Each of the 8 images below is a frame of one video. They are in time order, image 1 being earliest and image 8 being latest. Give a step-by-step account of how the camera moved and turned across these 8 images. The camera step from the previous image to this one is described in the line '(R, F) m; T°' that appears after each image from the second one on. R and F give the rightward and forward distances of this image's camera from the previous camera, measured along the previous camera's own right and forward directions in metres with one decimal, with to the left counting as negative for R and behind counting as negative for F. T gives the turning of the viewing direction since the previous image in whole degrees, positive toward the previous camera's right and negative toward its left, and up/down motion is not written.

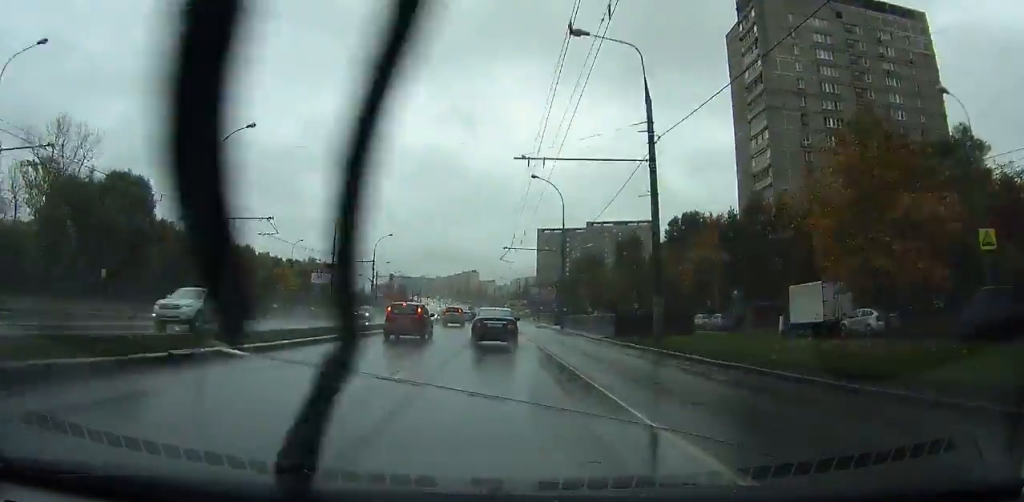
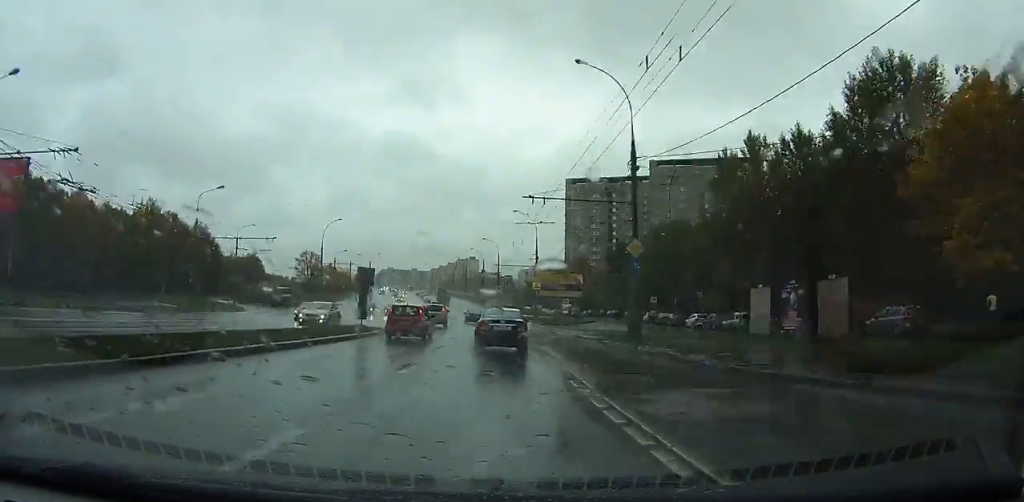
(+0.6, +134.3) m; -1°
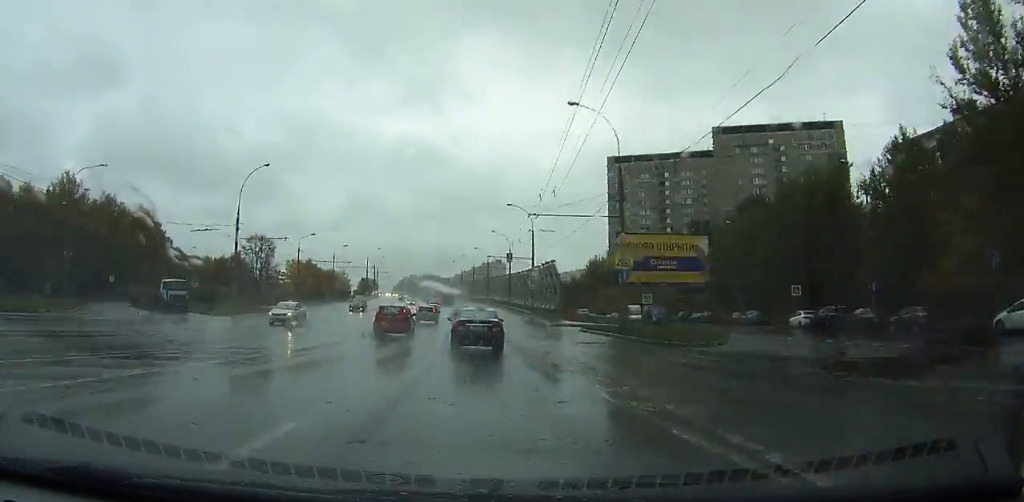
(-0.6, +40.1) m; -3°
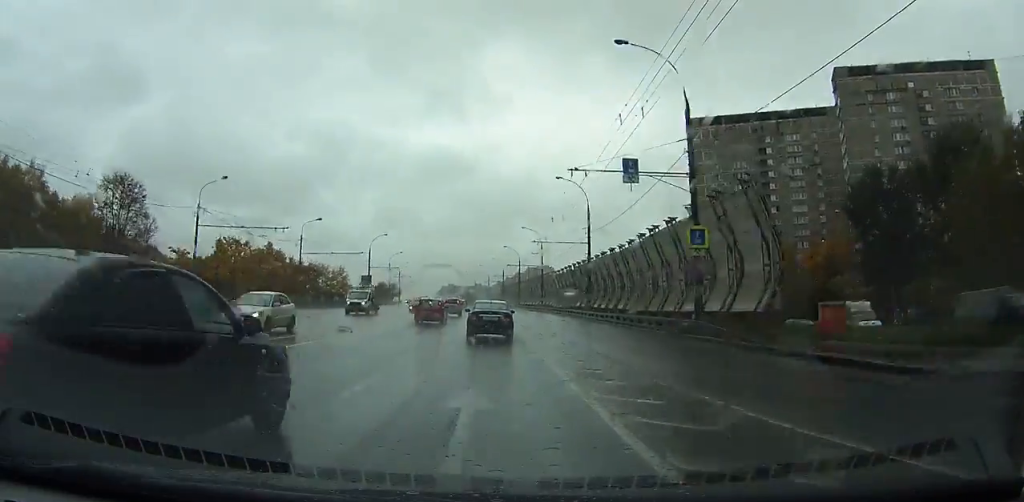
(-1.7, +44.4) m; -4°
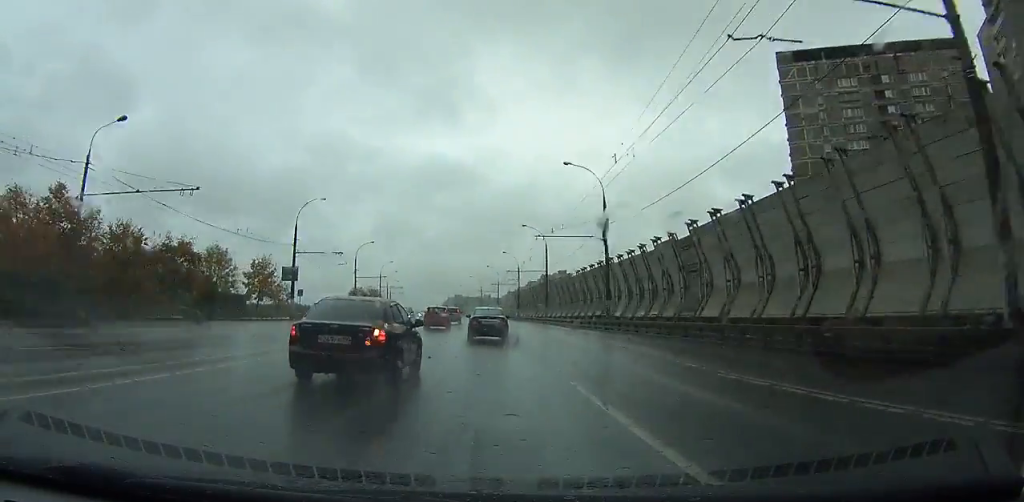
(-0.9, +43.1) m; -1°
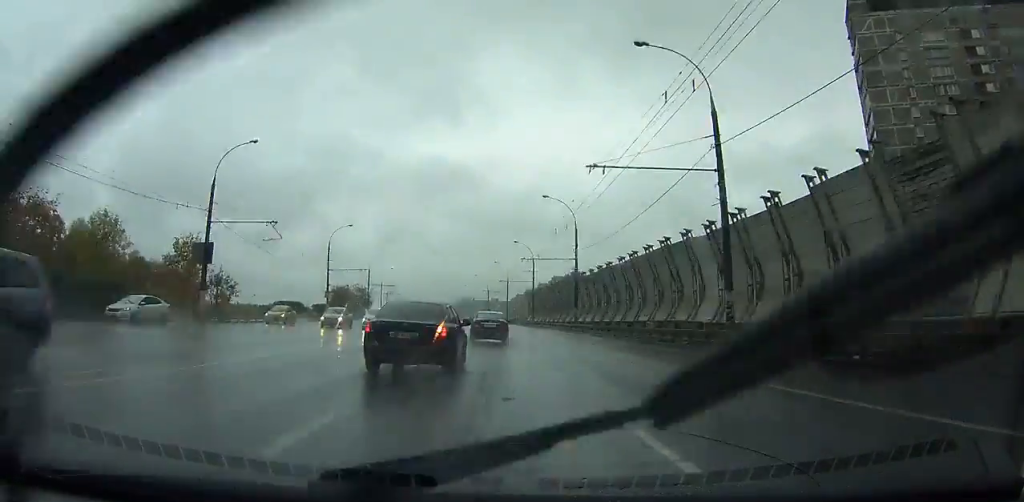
(0.0, +21.0) m; 0°
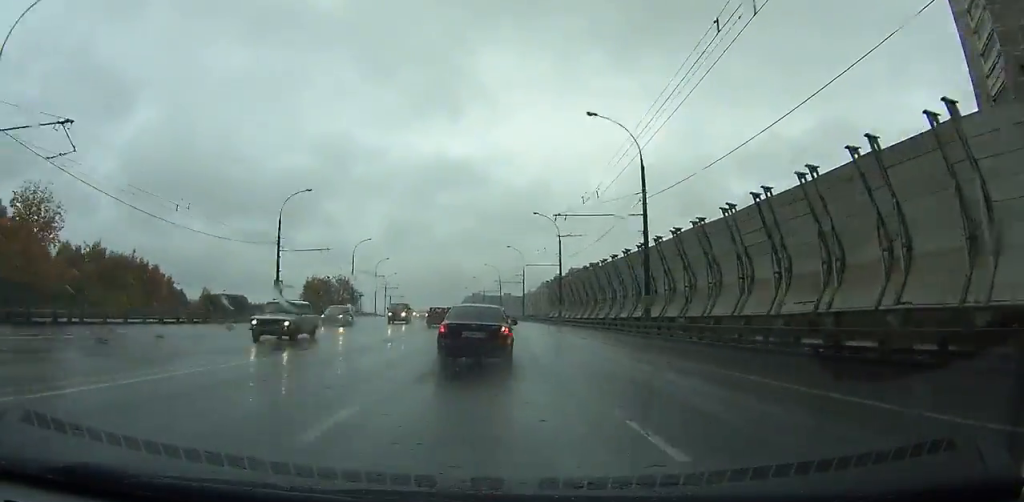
(0.0, +22.8) m; -1°
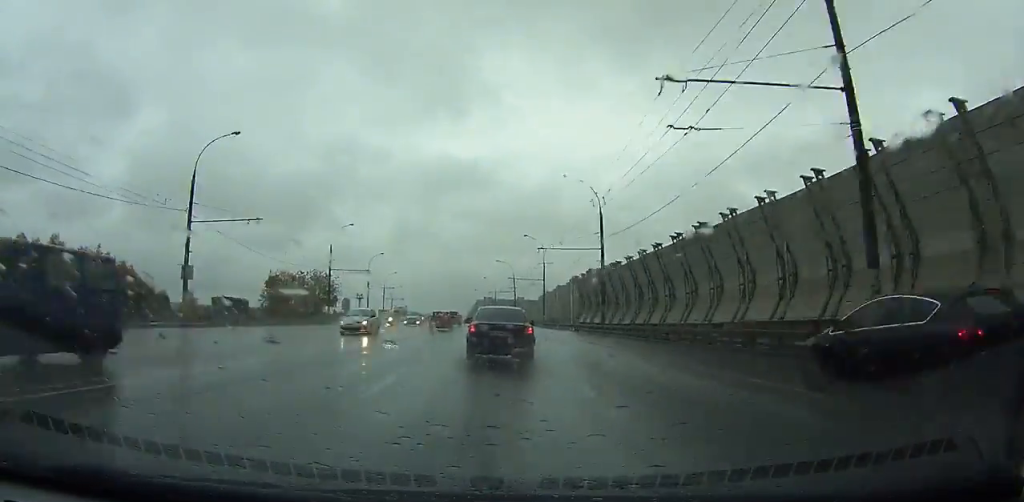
(+0.1, +20.0) m; -1°
